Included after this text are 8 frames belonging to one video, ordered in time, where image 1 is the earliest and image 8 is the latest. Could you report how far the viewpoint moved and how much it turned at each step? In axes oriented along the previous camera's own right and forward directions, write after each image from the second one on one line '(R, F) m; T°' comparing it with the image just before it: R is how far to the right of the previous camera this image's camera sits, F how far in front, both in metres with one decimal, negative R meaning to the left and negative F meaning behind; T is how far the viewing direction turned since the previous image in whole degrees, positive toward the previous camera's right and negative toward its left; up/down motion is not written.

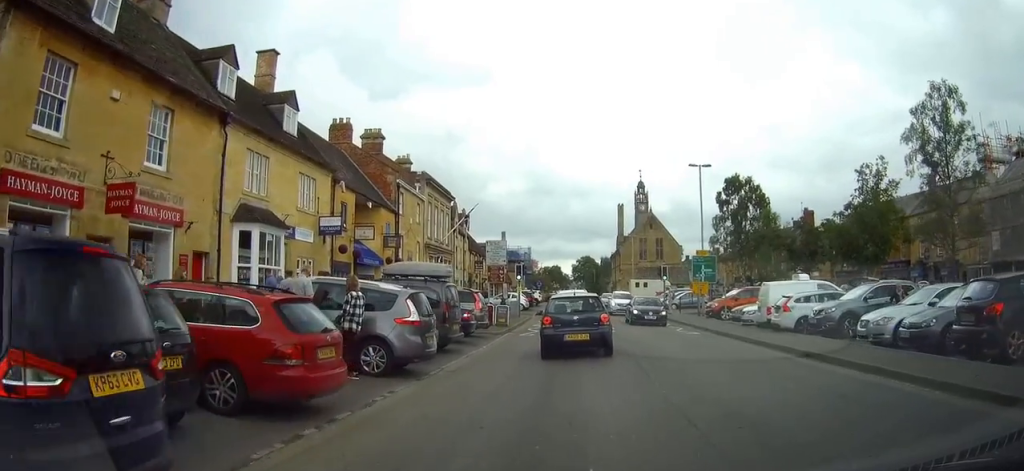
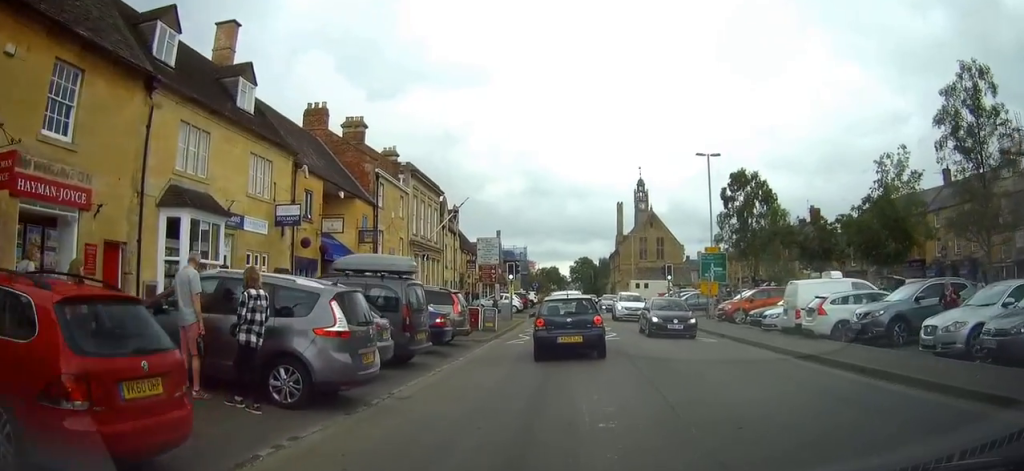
(+0.1, +3.4) m; +1°
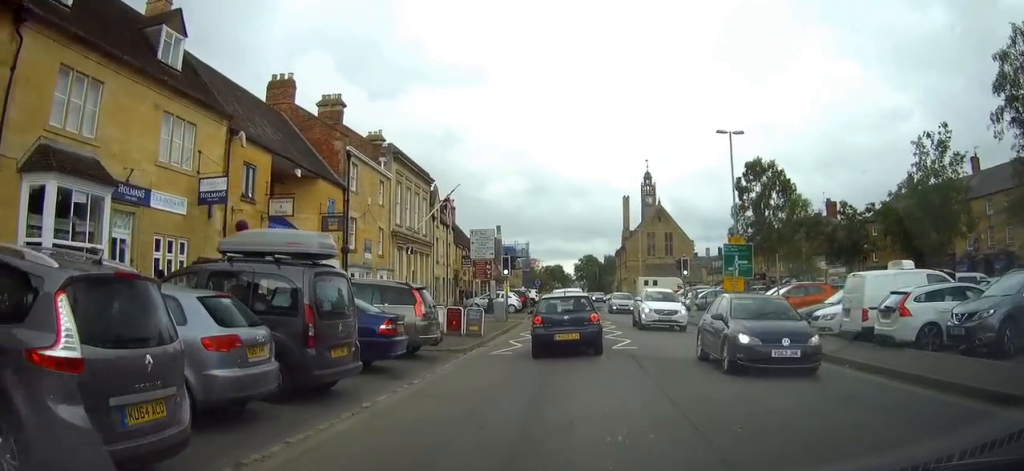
(0.0, +4.9) m; -1°
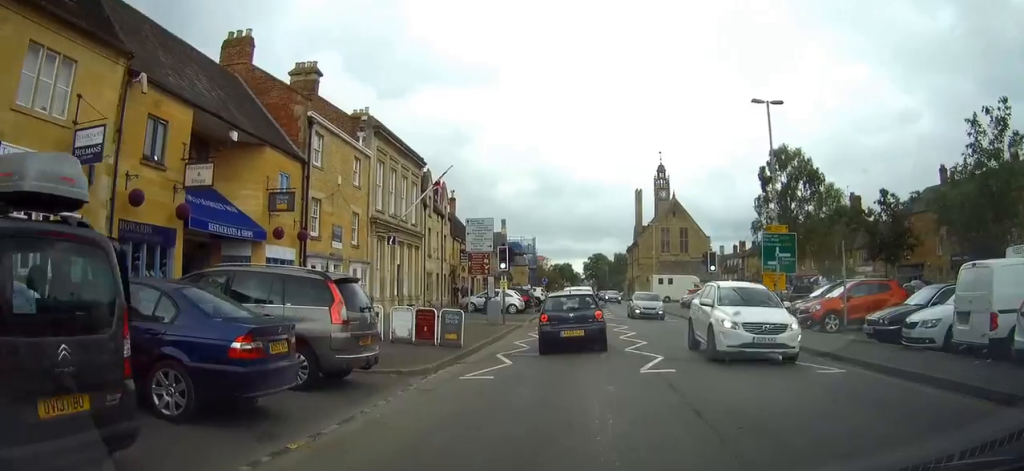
(-0.1, +5.5) m; -2°
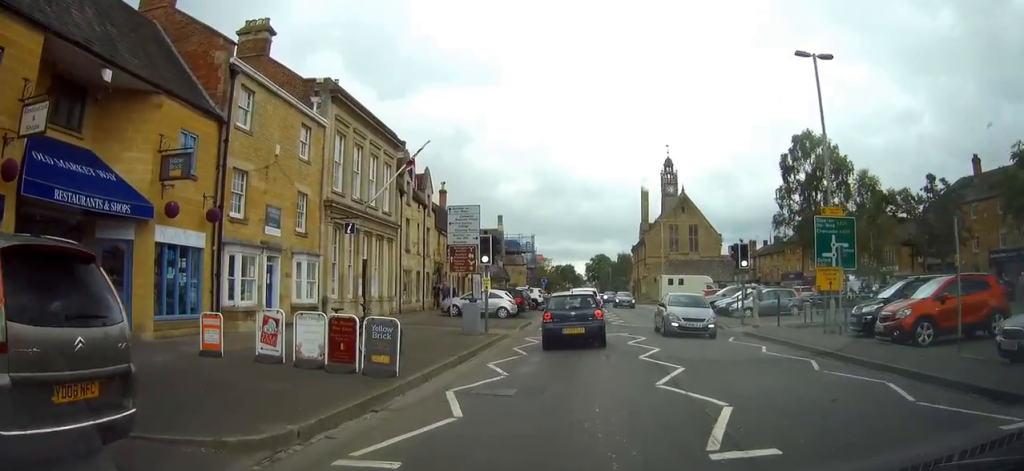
(-0.1, +6.2) m; -1°
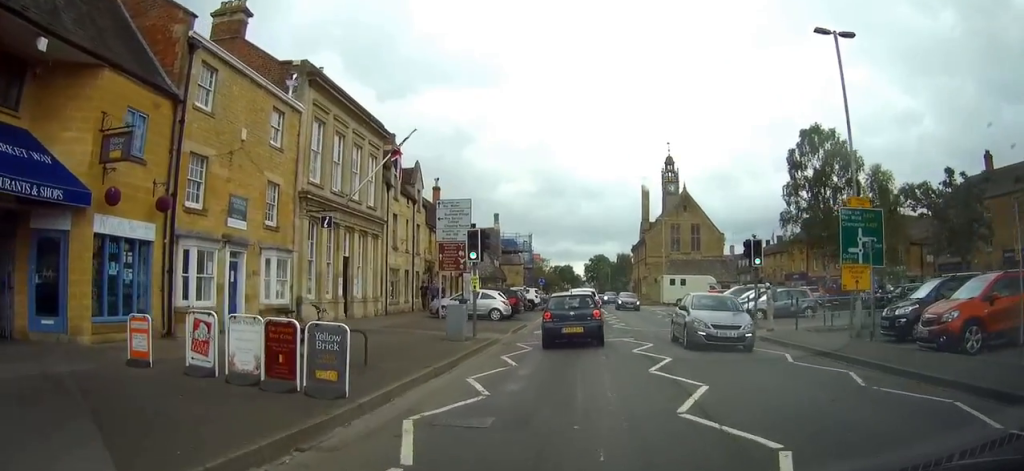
(0.0, +2.3) m; +1°
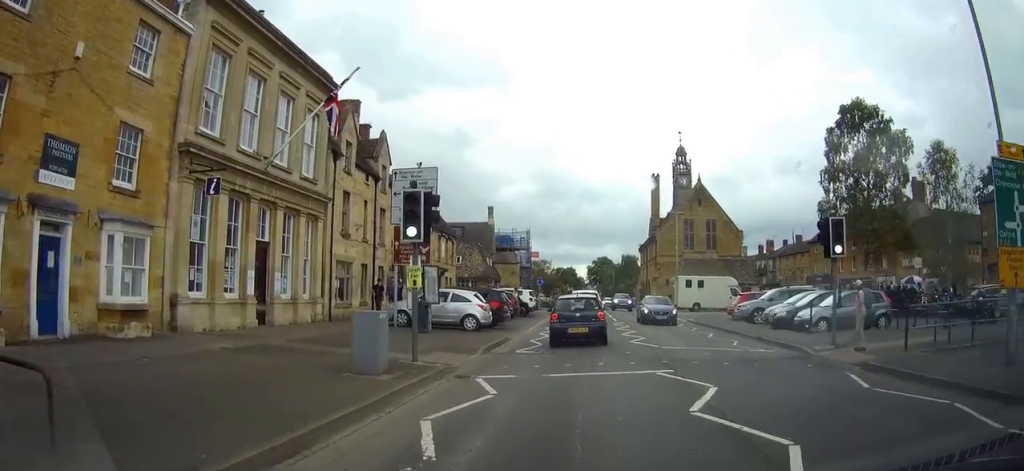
(+0.1, +8.1) m; +2°
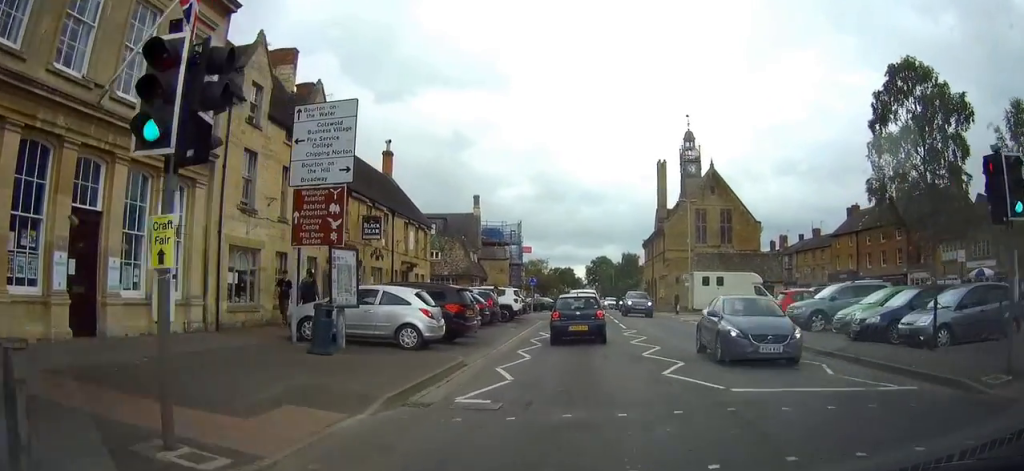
(+0.1, +8.4) m; 0°
